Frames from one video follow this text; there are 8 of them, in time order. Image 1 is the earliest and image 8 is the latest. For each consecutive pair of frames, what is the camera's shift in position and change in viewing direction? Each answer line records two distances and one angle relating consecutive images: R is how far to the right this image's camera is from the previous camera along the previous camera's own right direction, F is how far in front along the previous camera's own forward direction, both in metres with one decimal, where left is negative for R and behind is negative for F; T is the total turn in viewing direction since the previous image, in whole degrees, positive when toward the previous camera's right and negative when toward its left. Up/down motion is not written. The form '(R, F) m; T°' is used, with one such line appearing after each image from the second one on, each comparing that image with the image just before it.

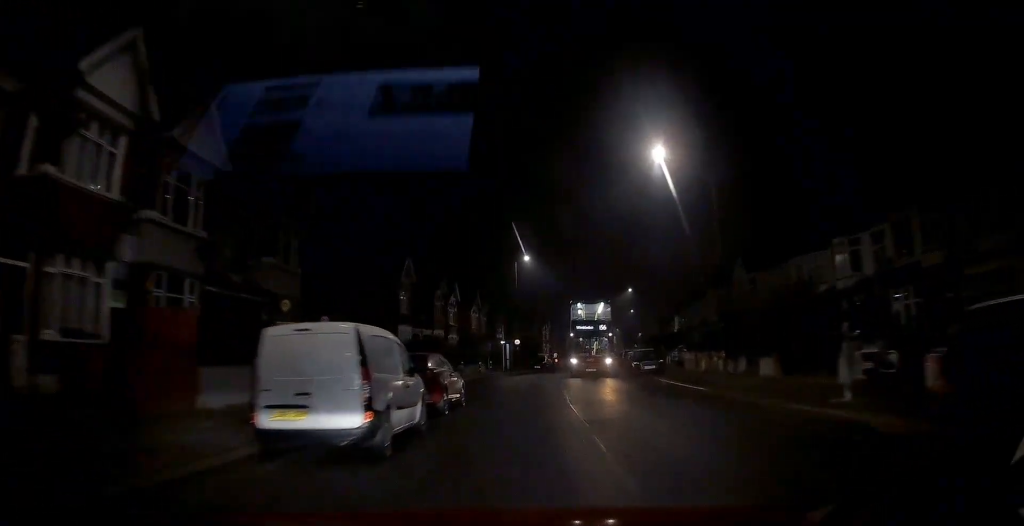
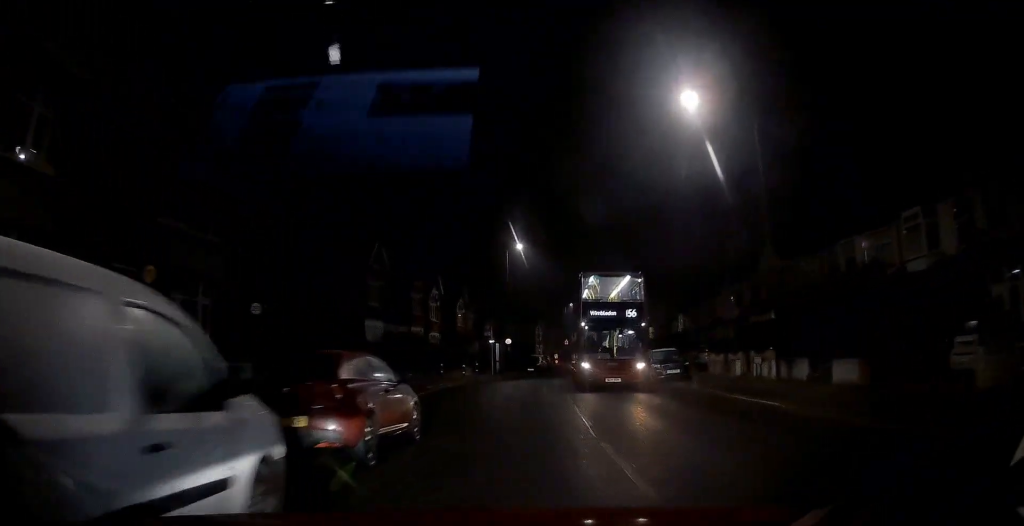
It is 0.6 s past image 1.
(0.0, +6.9) m; 0°
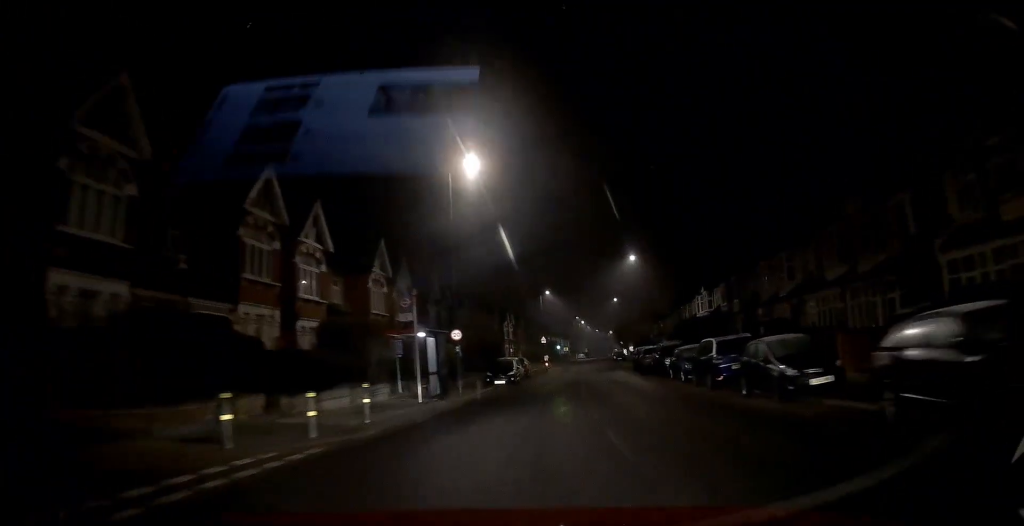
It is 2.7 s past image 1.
(+0.4, +23.5) m; +2°
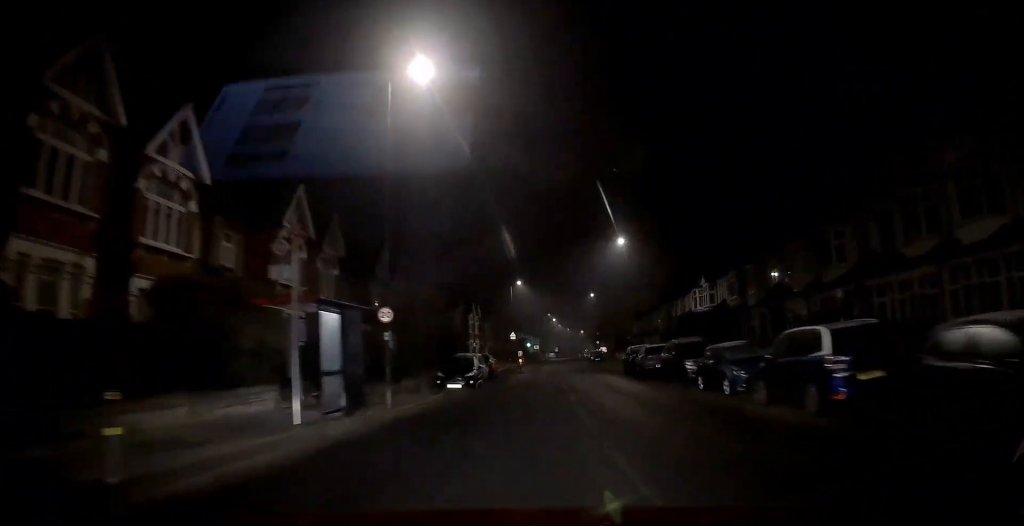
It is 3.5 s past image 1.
(+0.1, +9.6) m; +2°
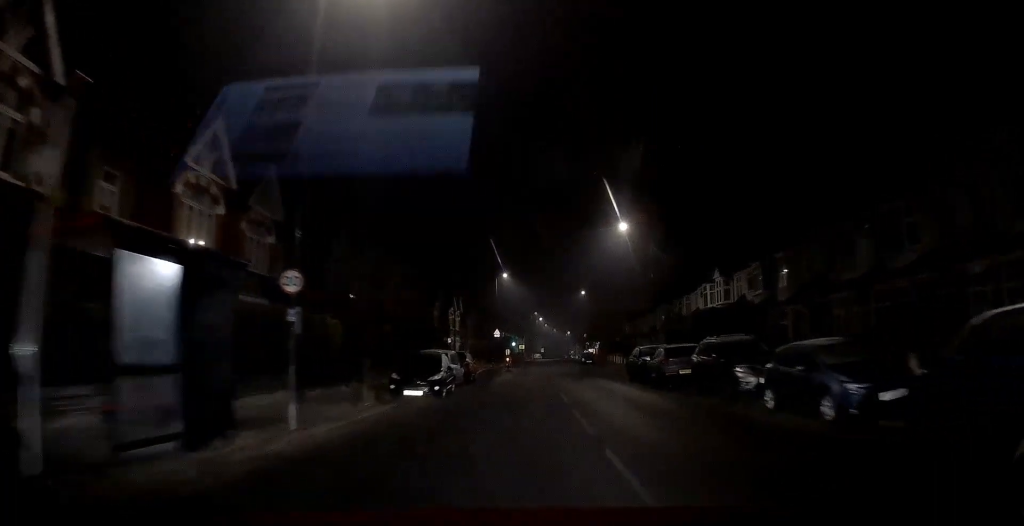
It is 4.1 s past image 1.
(+0.1, +7.0) m; +2°
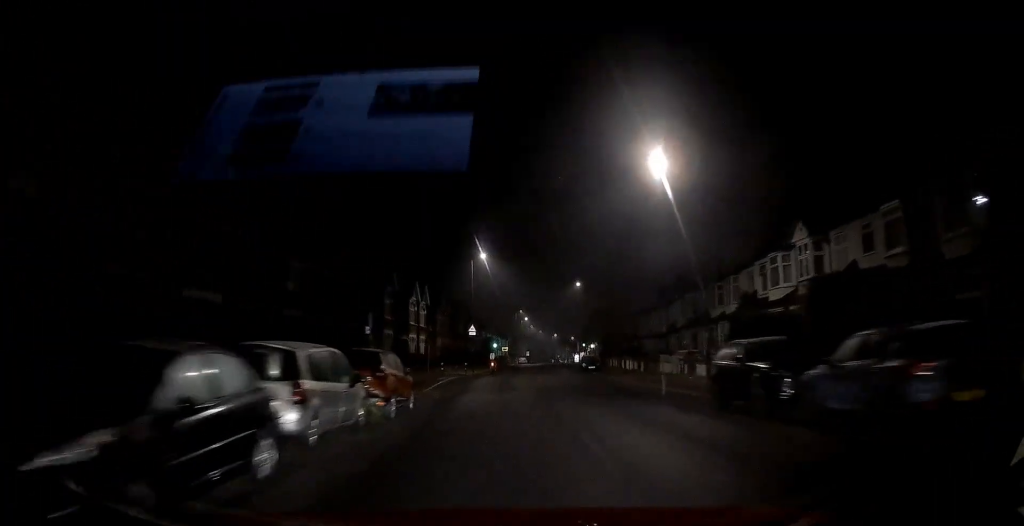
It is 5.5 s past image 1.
(+0.5, +17.3) m; +2°
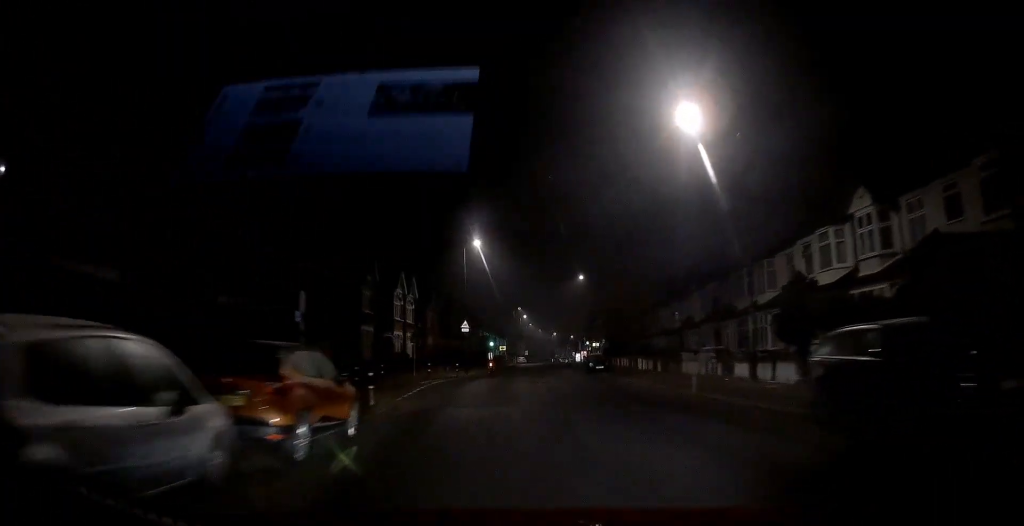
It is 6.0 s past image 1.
(0.0, +5.9) m; 0°
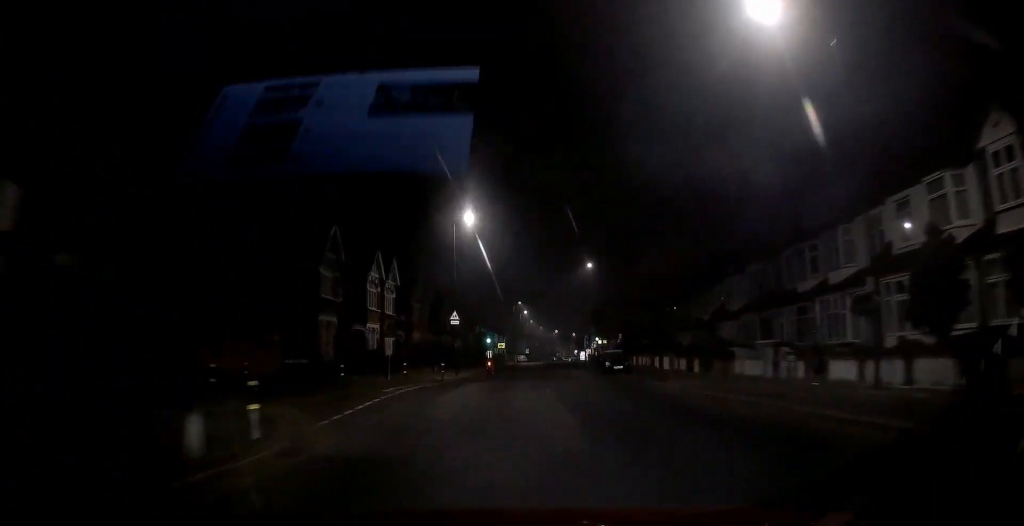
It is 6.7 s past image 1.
(0.0, +7.7) m; 0°
